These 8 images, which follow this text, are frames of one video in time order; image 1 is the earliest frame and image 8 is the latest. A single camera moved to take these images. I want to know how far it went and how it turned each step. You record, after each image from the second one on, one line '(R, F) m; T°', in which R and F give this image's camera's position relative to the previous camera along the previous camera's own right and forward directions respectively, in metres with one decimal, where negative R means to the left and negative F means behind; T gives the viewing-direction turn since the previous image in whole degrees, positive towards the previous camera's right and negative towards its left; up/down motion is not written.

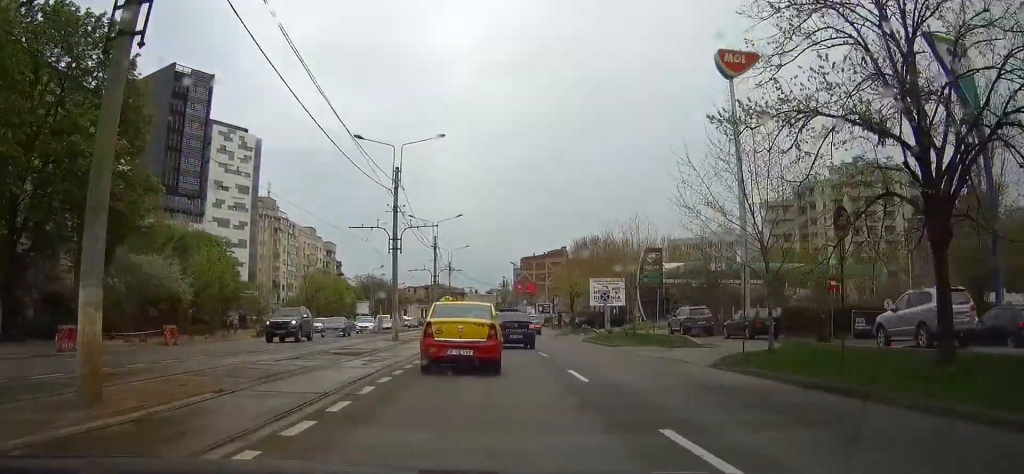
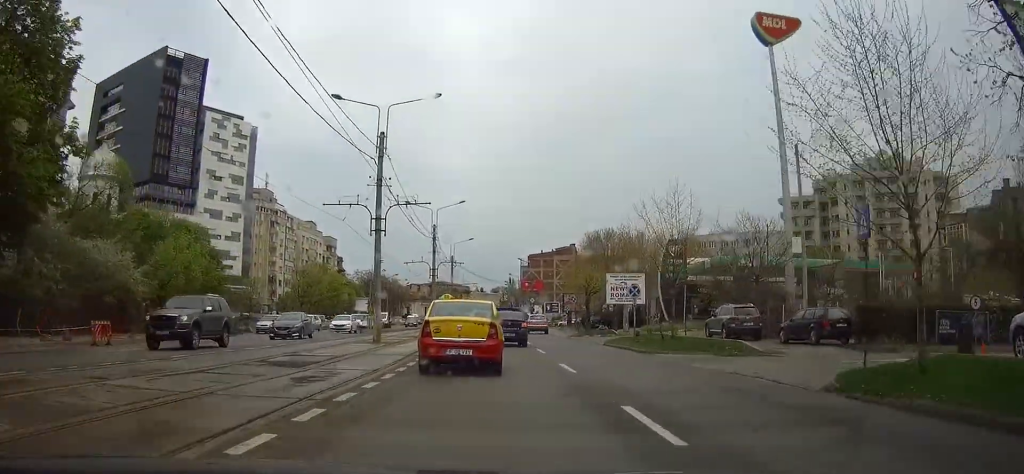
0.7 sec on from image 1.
(0.0, +7.3) m; -1°
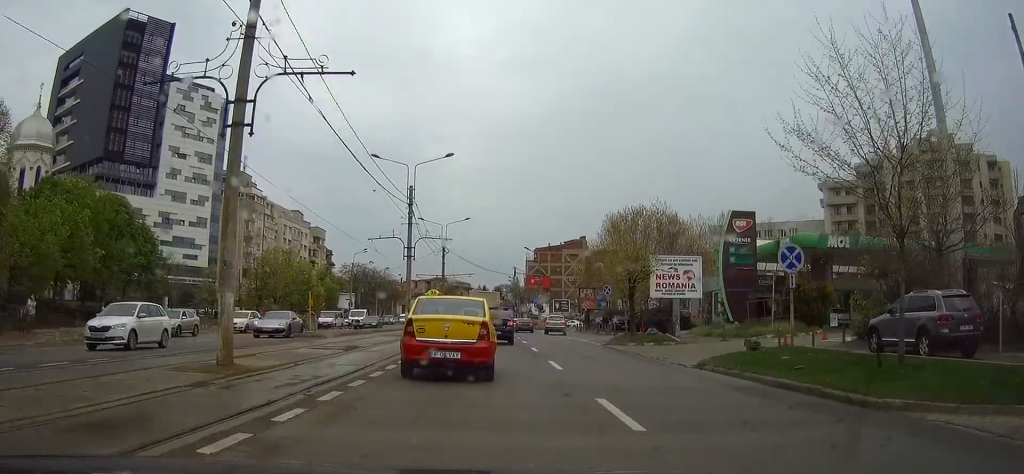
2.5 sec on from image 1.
(-0.4, +18.2) m; -1°
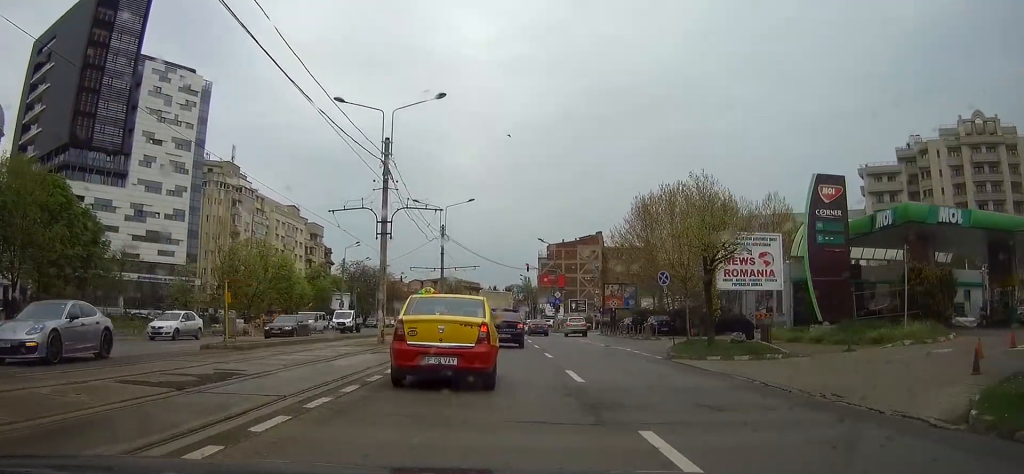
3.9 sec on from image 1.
(+0.3, +12.7) m; +1°
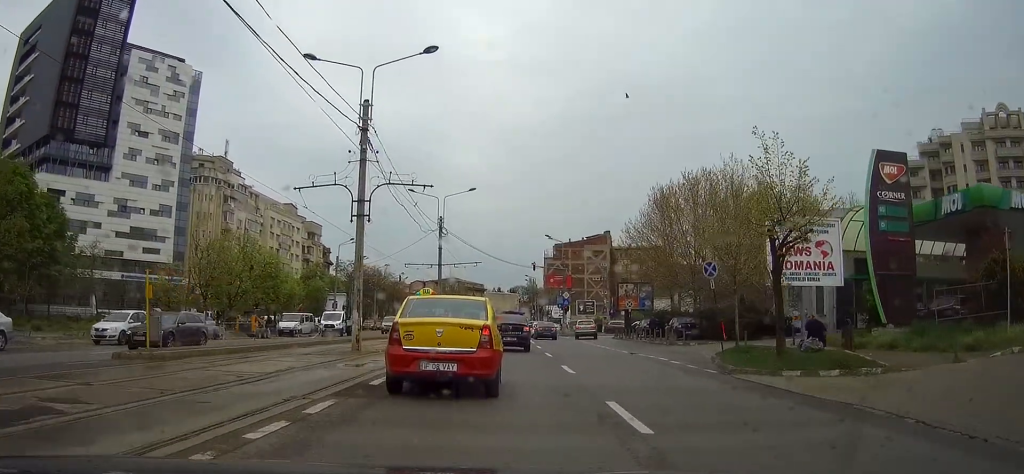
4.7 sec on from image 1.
(0.0, +6.1) m; -1°
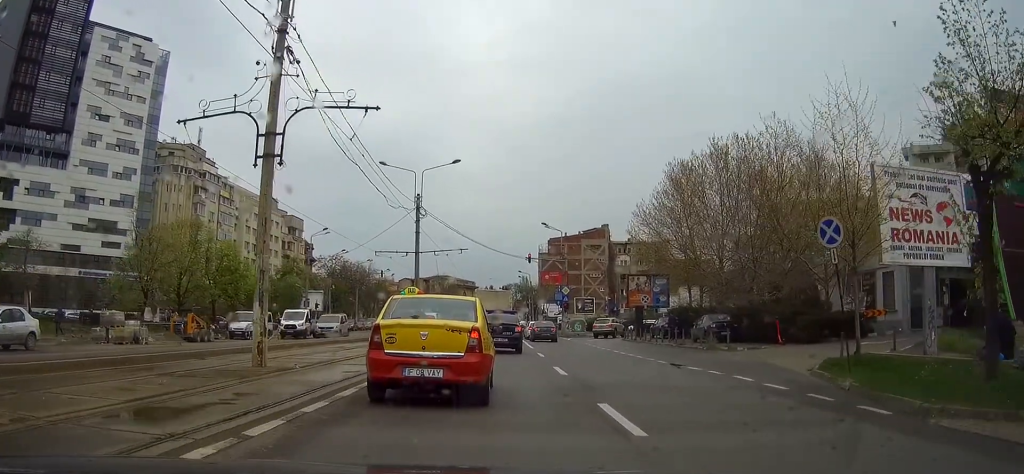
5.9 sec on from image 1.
(-0.2, +9.6) m; -2°
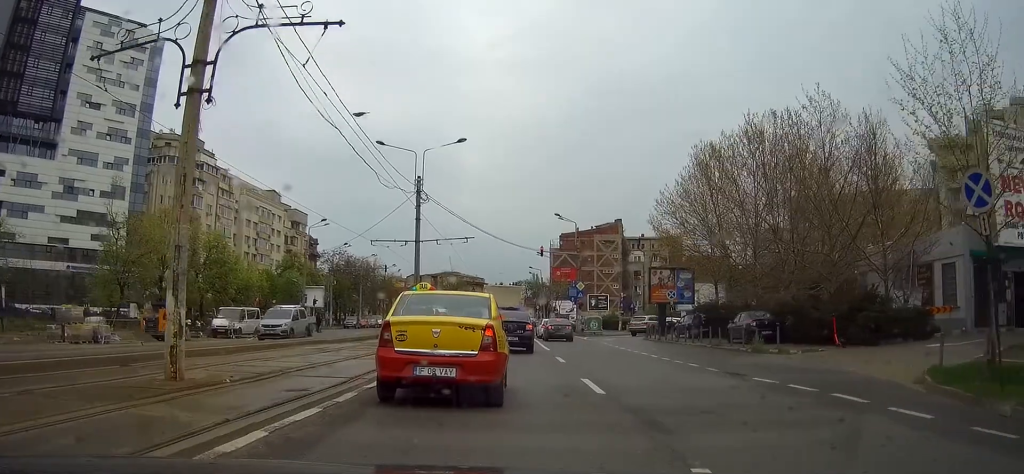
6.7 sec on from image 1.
(0.0, +4.9) m; -1°
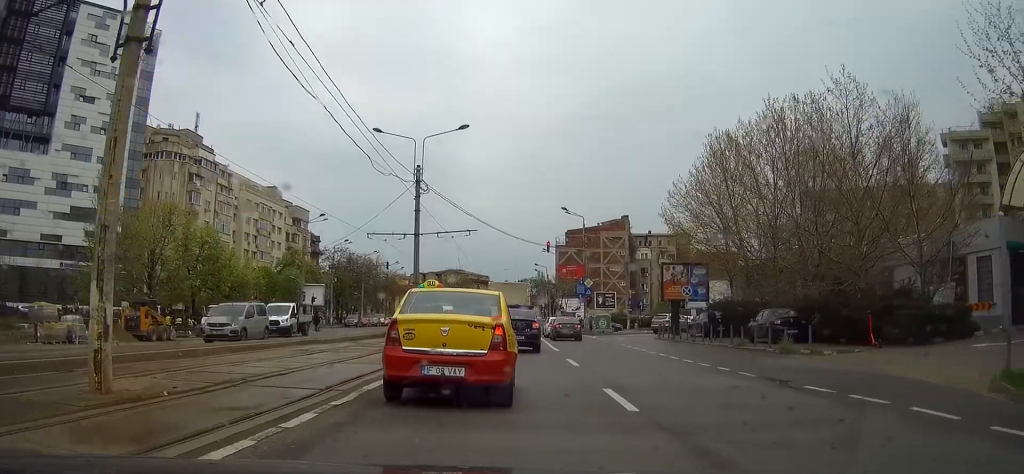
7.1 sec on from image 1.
(0.0, +2.5) m; 0°
